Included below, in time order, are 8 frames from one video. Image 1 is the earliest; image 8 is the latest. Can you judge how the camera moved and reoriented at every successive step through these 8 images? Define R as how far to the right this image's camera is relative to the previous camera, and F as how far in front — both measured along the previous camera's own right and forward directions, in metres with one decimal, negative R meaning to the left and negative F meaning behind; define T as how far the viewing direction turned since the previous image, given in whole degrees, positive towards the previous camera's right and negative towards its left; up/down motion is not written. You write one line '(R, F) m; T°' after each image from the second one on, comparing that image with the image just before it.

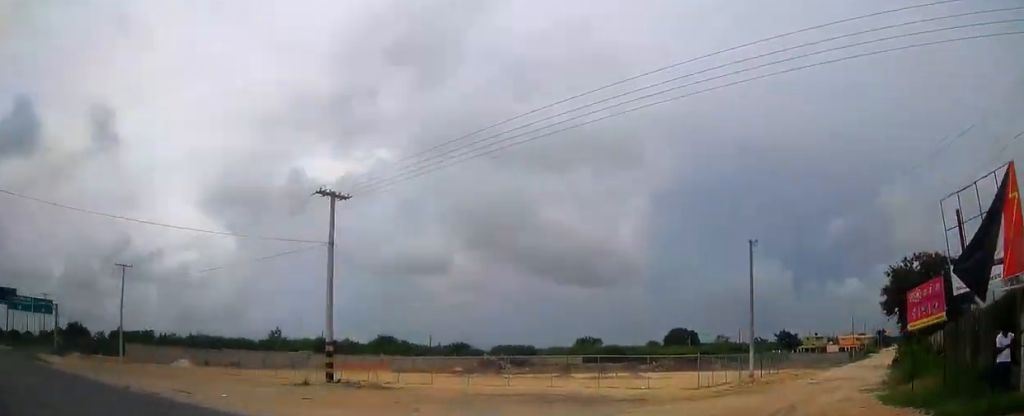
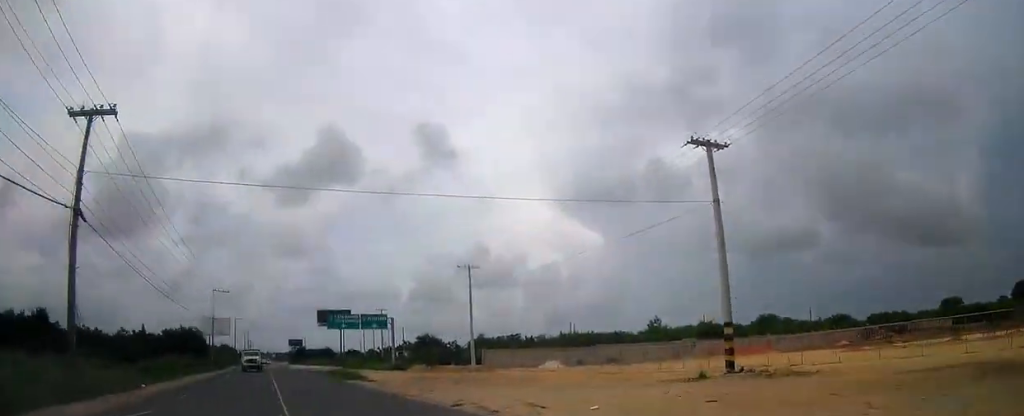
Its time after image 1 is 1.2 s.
(-0.8, +6.6) m; -12°
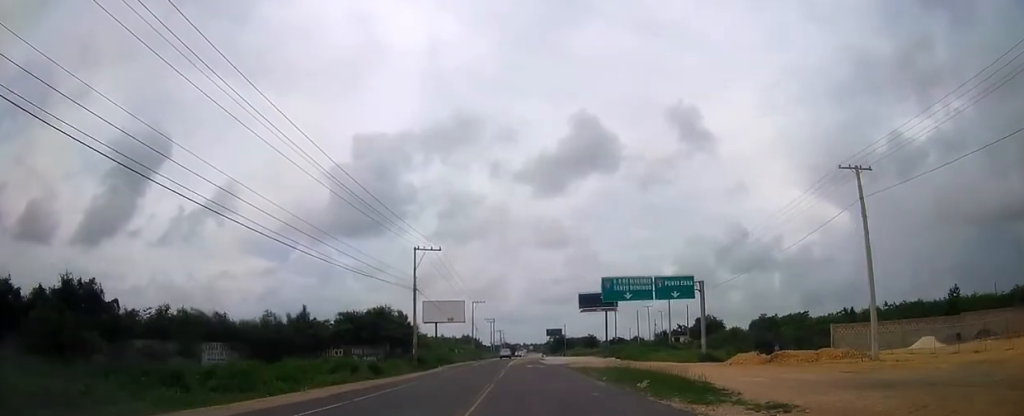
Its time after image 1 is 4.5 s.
(-3.8, +28.5) m; -9°
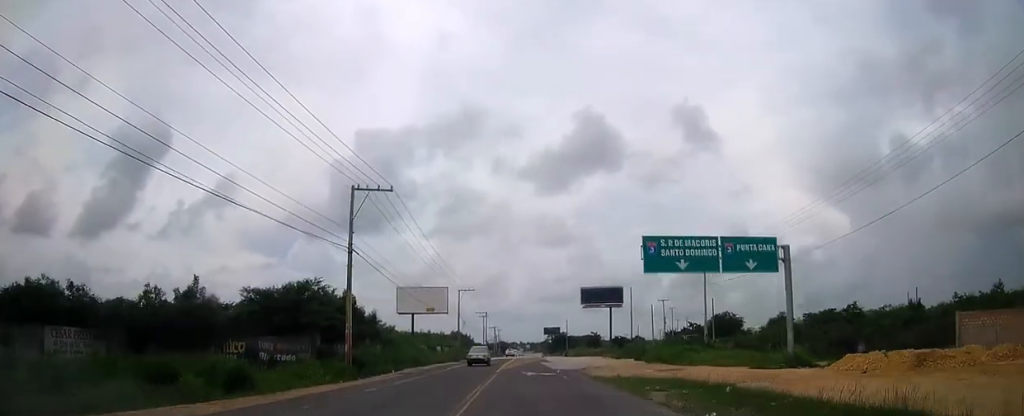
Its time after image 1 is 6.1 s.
(-0.5, +17.2) m; -1°
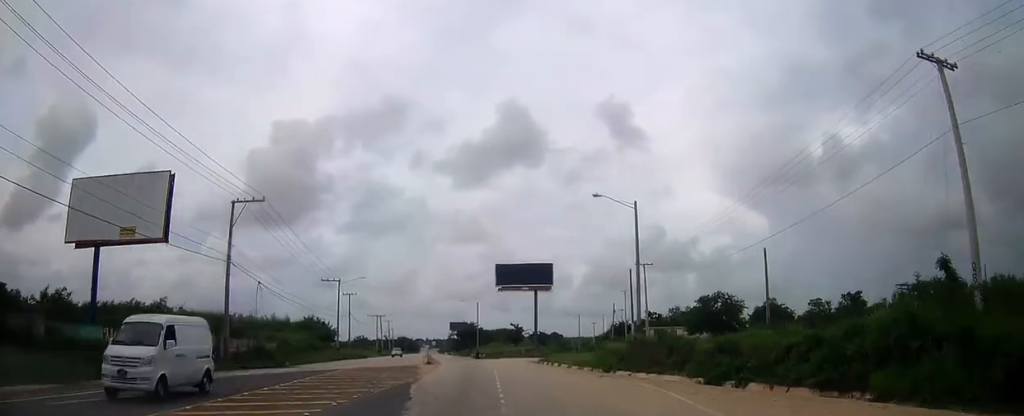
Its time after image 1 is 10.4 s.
(+2.7, +57.2) m; +4°
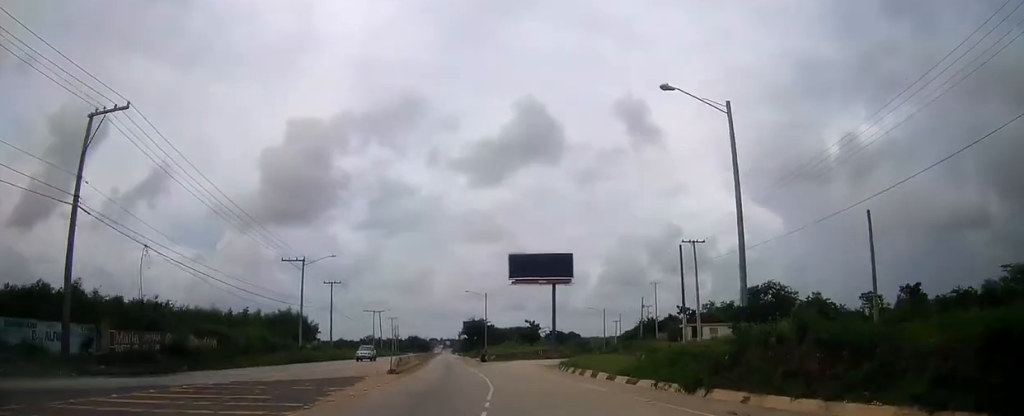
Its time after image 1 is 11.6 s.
(+0.1, +17.6) m; +1°
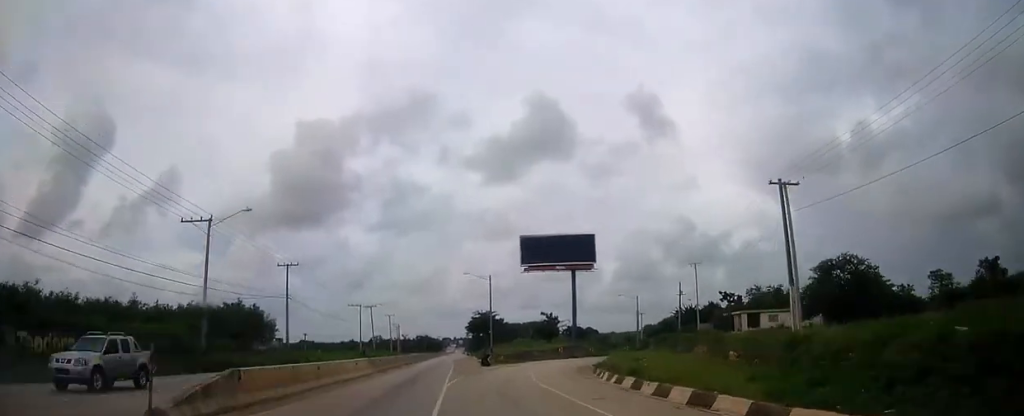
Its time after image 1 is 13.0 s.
(-0.1, +21.1) m; 0°
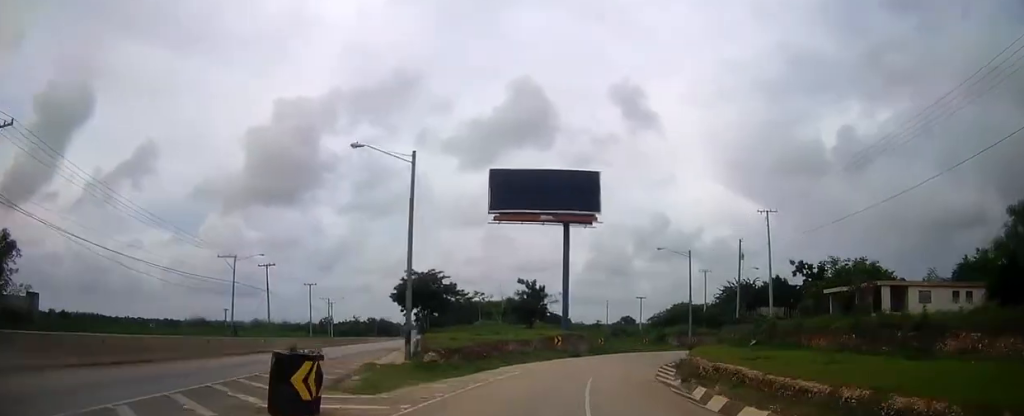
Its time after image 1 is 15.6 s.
(+0.5, +39.6) m; +6°
